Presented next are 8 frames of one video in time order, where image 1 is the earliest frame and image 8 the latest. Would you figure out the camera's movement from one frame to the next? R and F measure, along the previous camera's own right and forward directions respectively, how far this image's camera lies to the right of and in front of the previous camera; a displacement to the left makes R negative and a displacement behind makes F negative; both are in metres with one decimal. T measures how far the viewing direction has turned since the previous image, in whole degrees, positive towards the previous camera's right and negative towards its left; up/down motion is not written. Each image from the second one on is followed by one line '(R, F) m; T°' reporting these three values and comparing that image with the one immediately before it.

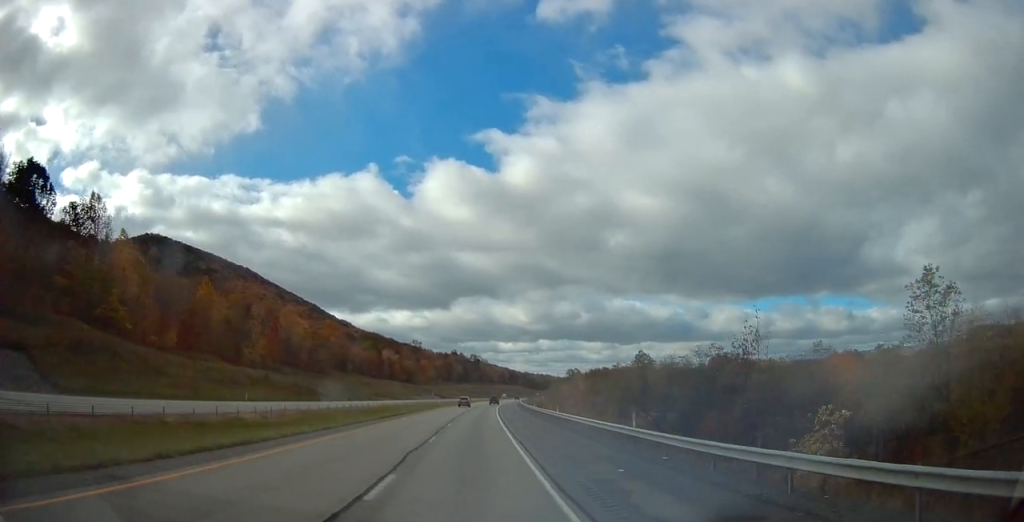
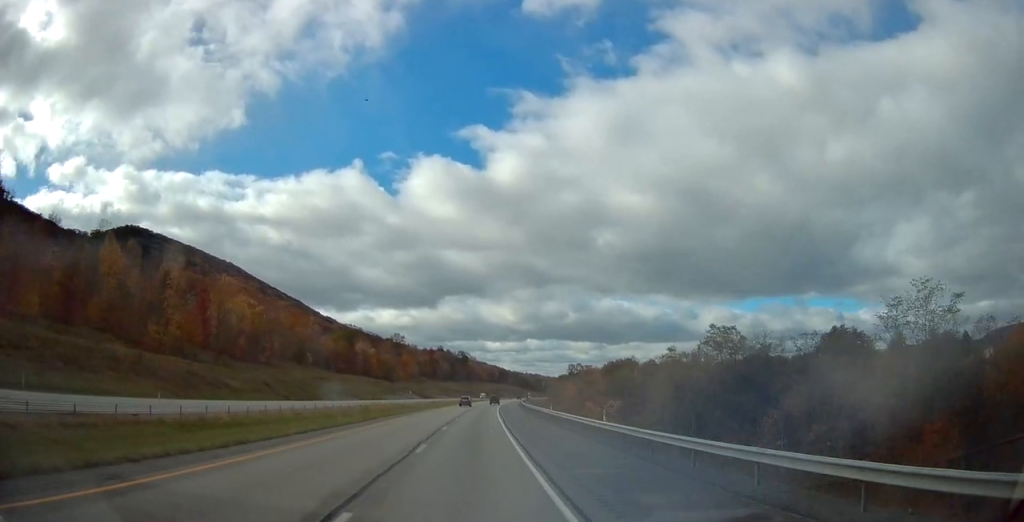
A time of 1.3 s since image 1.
(+0.5, +40.6) m; +2°
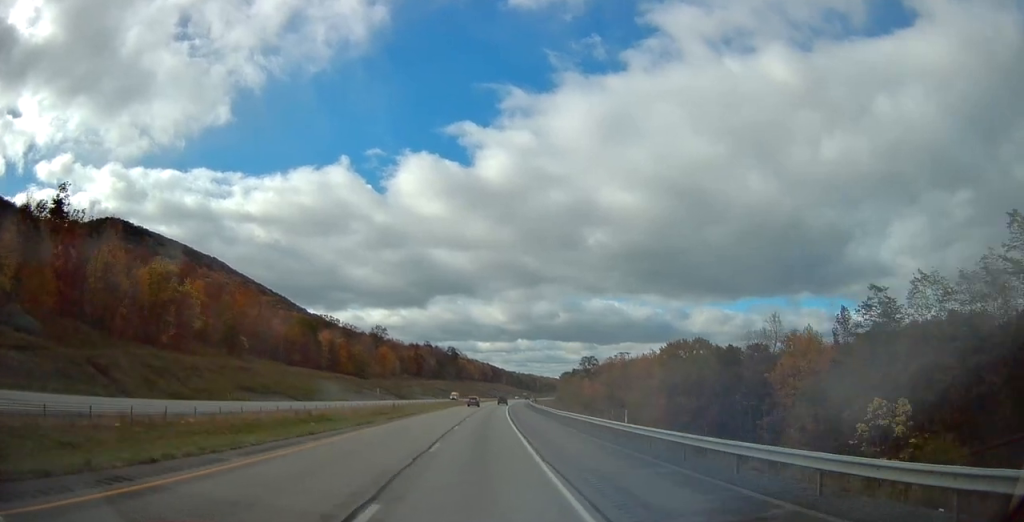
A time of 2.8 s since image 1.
(+0.3, +47.7) m; +1°
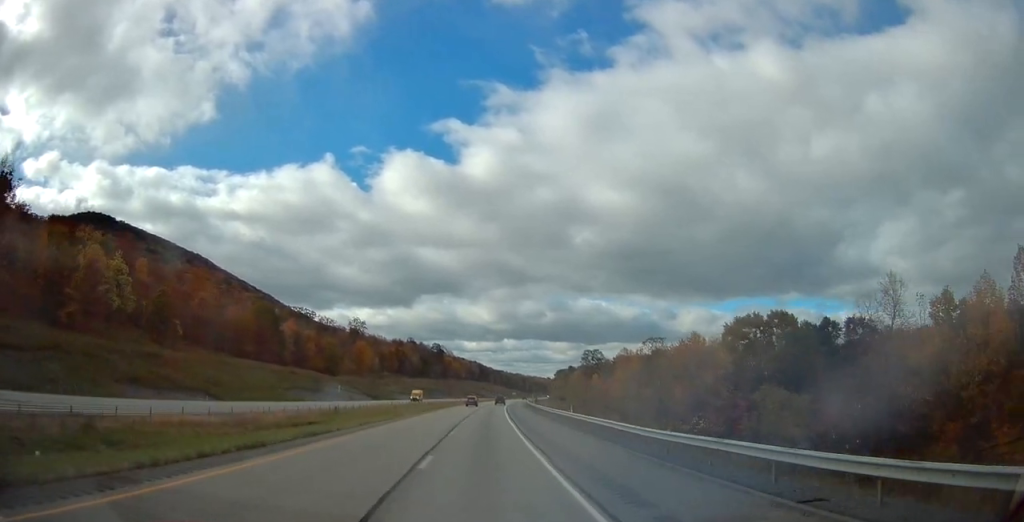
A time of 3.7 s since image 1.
(+0.3, +28.5) m; +1°
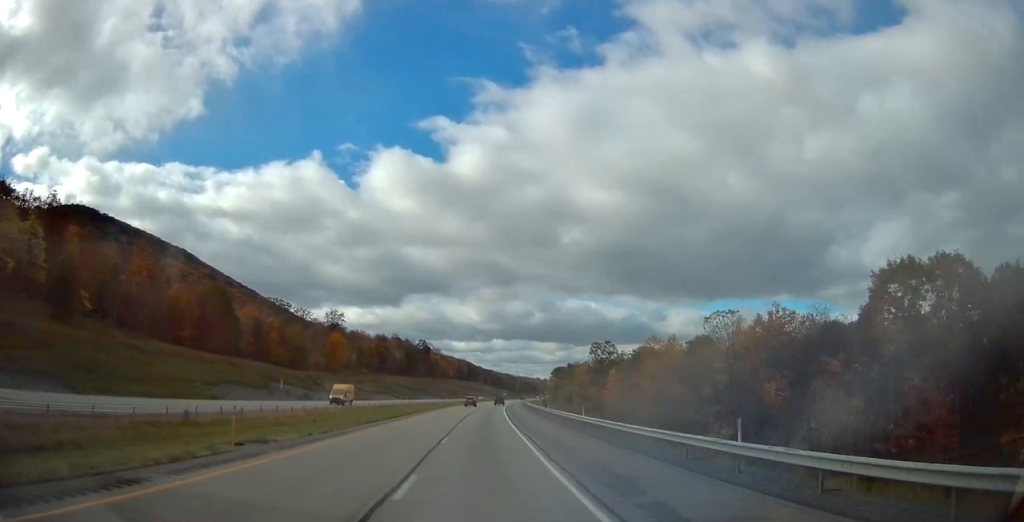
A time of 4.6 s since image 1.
(+0.3, +28.6) m; +1°
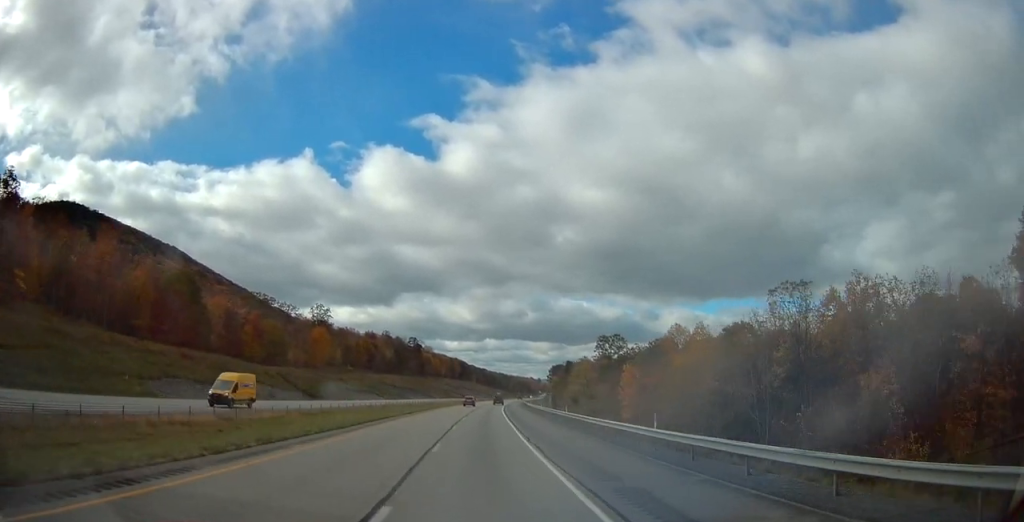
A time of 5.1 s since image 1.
(-0.1, +15.9) m; 0°
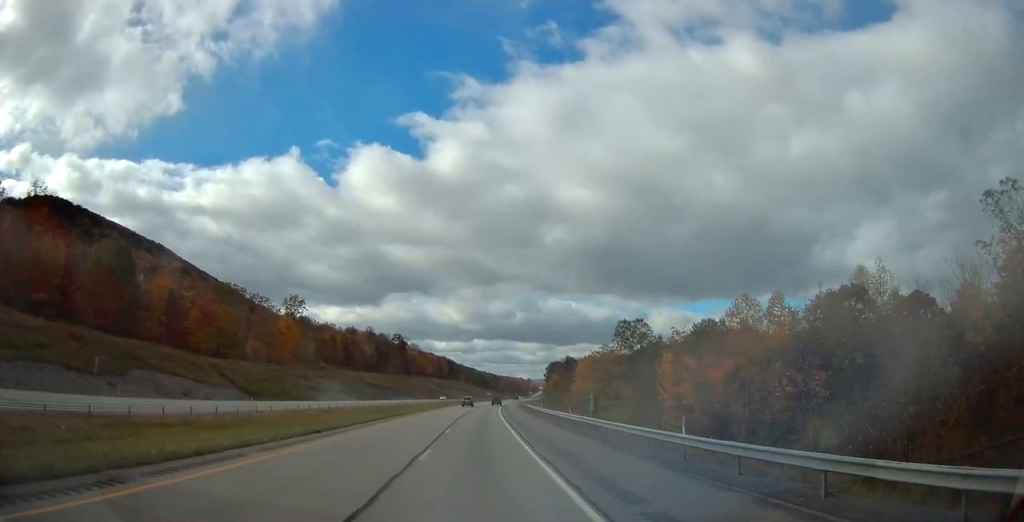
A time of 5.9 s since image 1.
(+0.4, +26.6) m; +1°
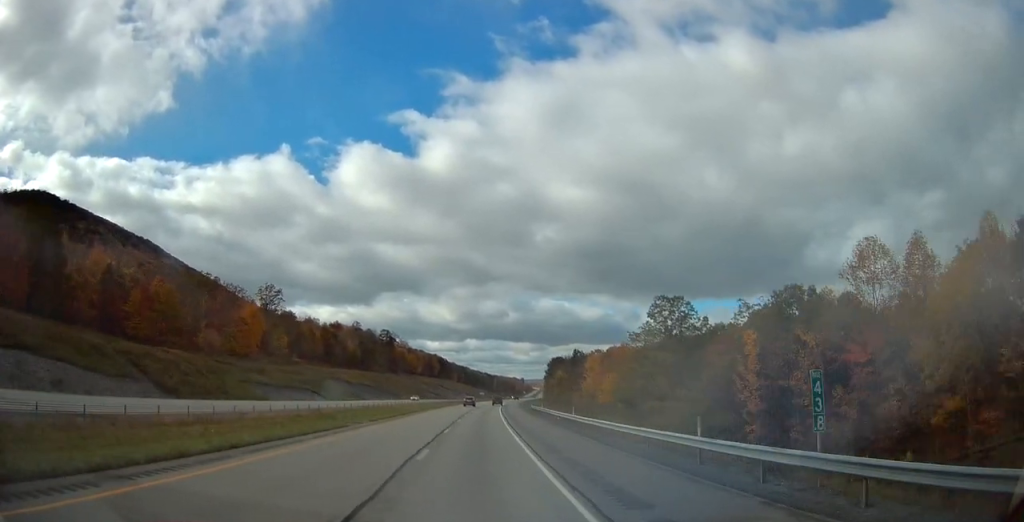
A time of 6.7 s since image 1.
(+0.2, +24.4) m; +1°
